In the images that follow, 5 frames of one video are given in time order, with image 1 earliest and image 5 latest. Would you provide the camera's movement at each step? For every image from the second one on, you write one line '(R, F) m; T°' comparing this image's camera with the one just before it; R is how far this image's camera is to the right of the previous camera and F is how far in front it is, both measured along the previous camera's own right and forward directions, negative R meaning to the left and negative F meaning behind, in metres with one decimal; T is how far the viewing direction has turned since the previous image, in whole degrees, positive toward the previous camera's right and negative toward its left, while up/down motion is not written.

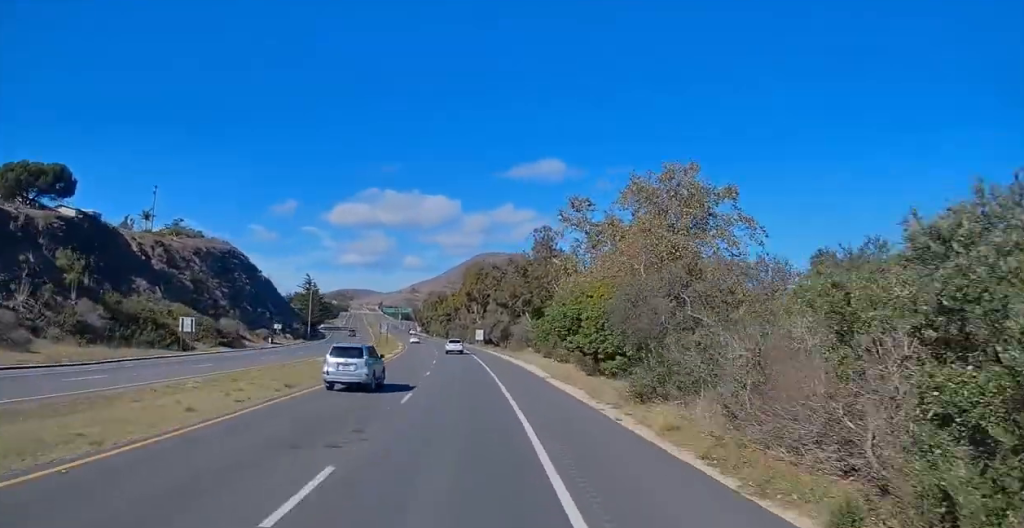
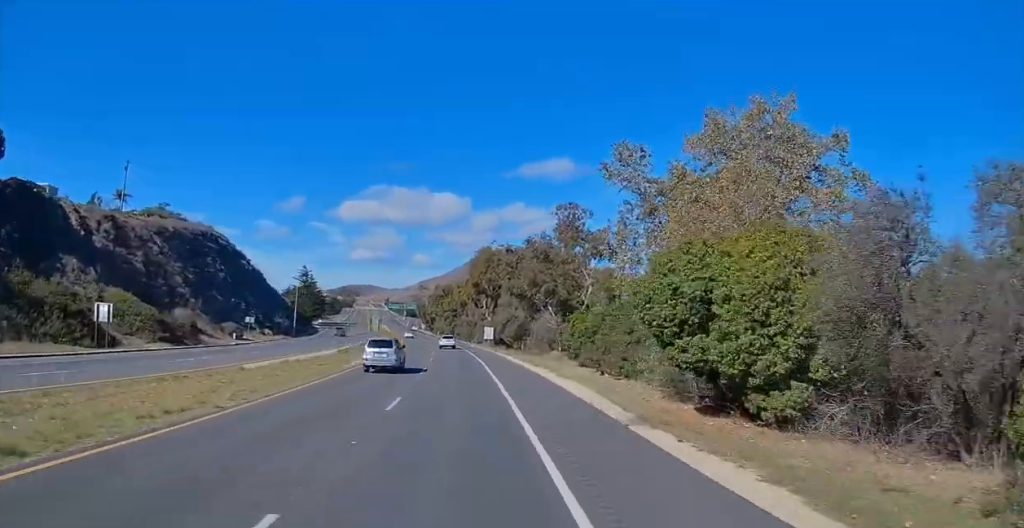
(-0.1, +17.8) m; -2°
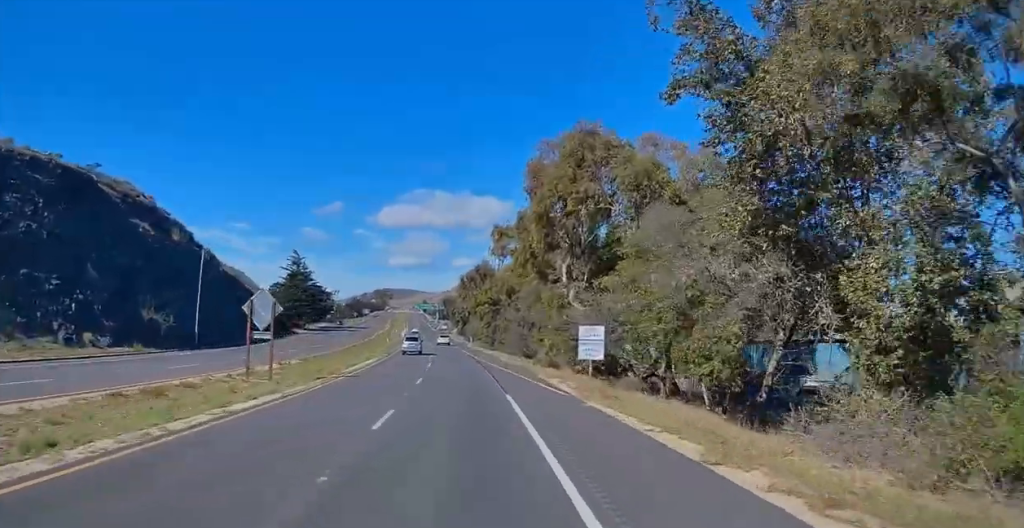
(-2.9, +59.2) m; -4°
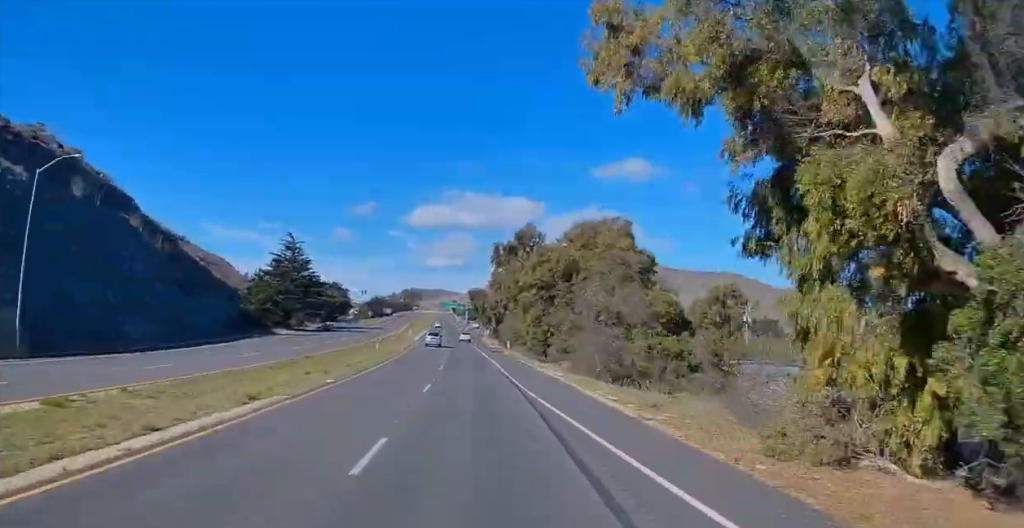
(0.0, +33.7) m; 0°
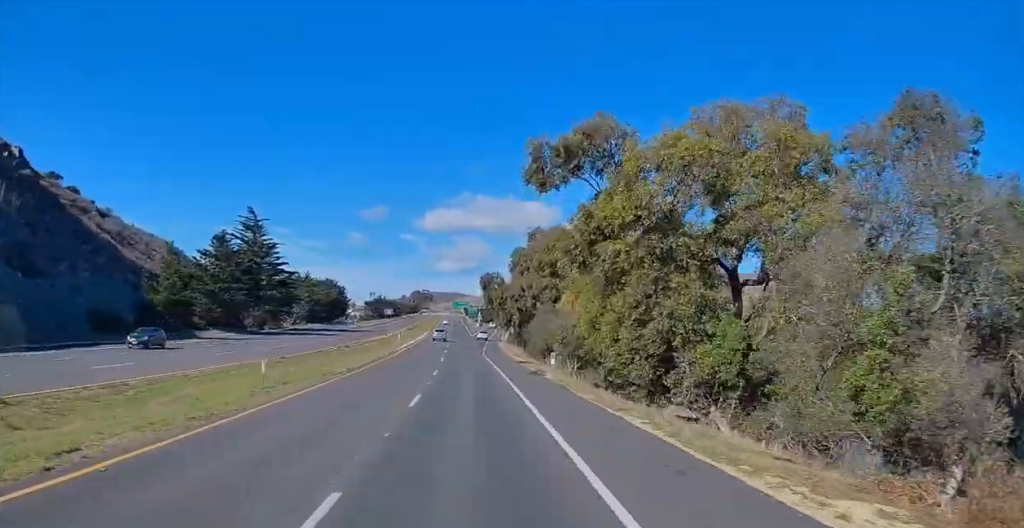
(-0.2, +34.1) m; -2°
